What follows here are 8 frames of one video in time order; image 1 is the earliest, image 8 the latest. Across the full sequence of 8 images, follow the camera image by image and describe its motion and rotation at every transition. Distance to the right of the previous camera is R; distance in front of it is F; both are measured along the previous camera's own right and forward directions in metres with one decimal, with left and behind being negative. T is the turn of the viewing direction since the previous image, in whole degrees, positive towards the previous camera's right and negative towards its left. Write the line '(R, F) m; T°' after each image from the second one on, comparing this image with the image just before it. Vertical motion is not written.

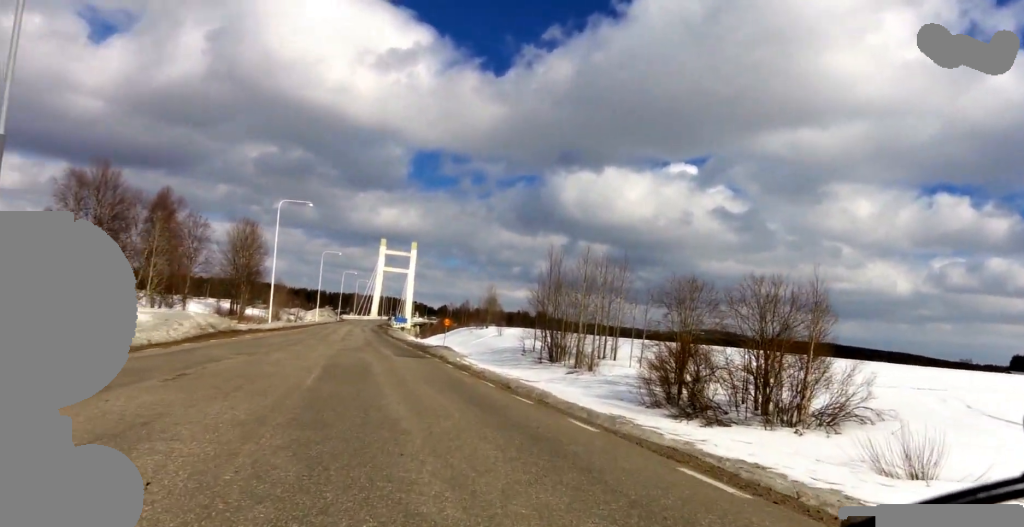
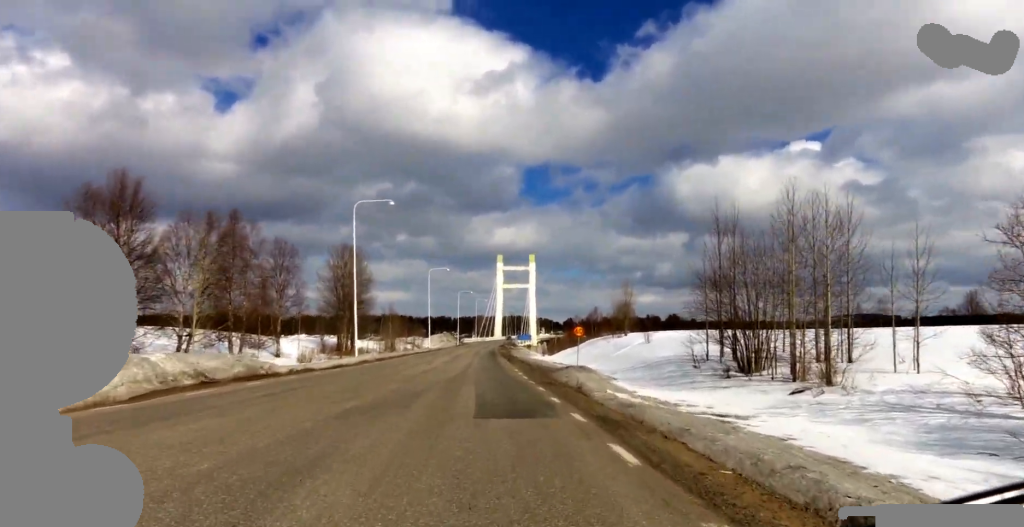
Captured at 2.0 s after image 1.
(-0.7, +14.6) m; 0°
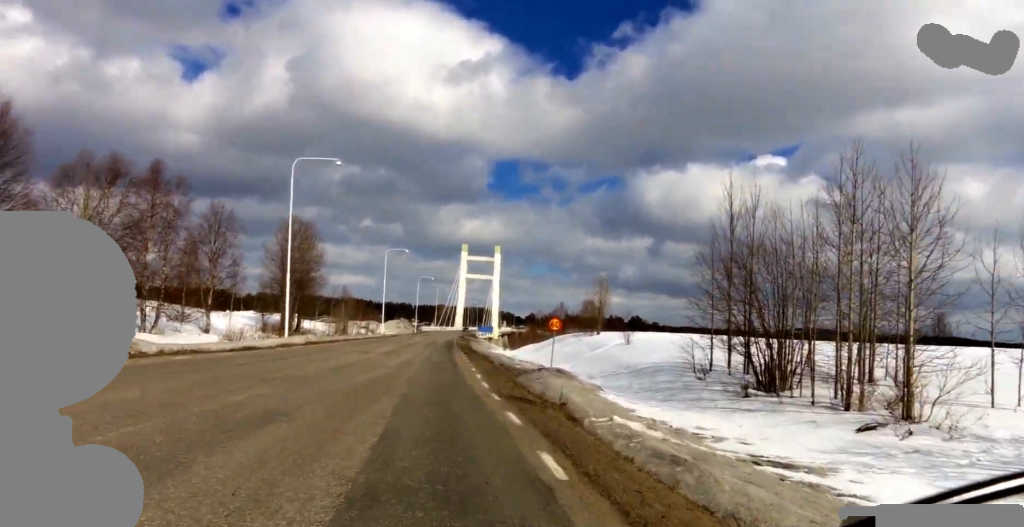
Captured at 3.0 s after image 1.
(+0.4, +7.1) m; 0°
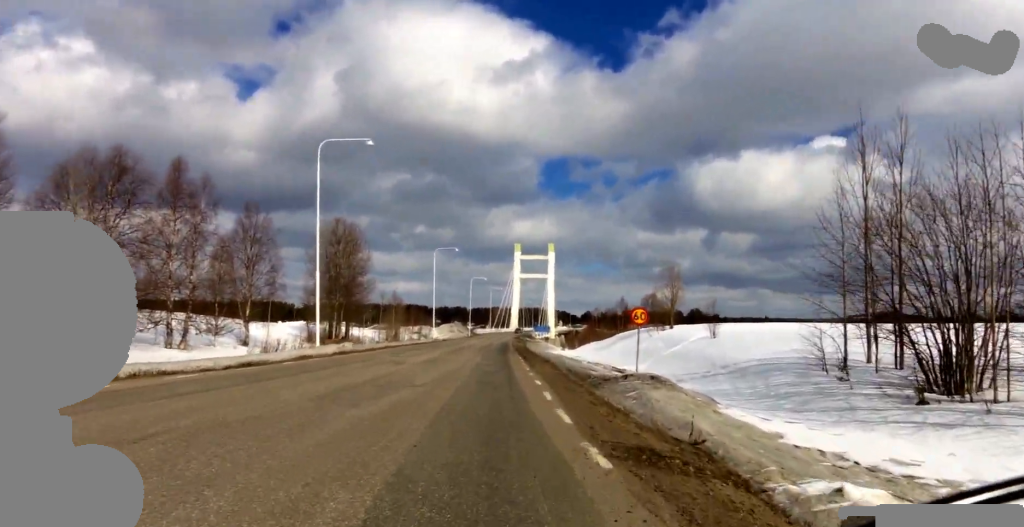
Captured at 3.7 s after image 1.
(-0.4, +6.0) m; 0°
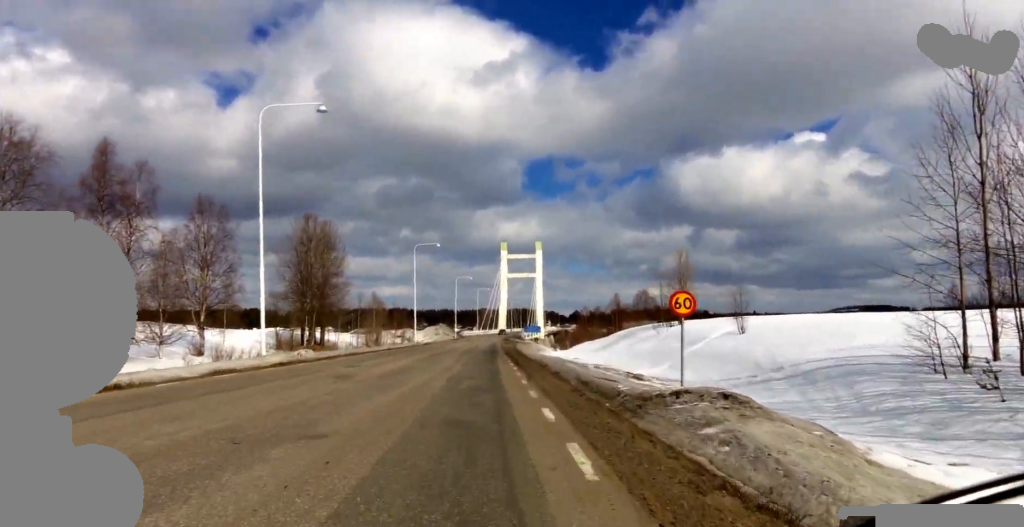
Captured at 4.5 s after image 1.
(+0.2, +6.3) m; -1°
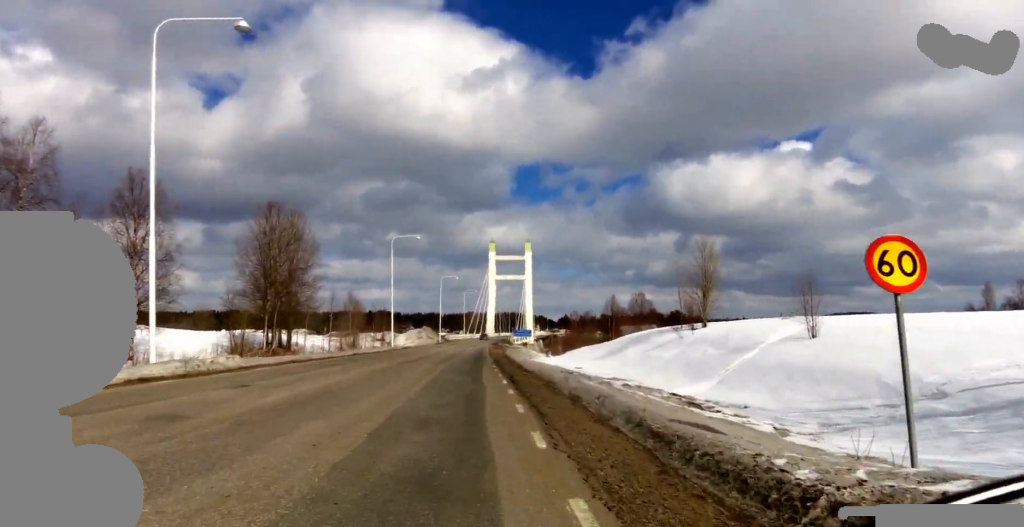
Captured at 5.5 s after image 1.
(-0.2, +8.3) m; -1°
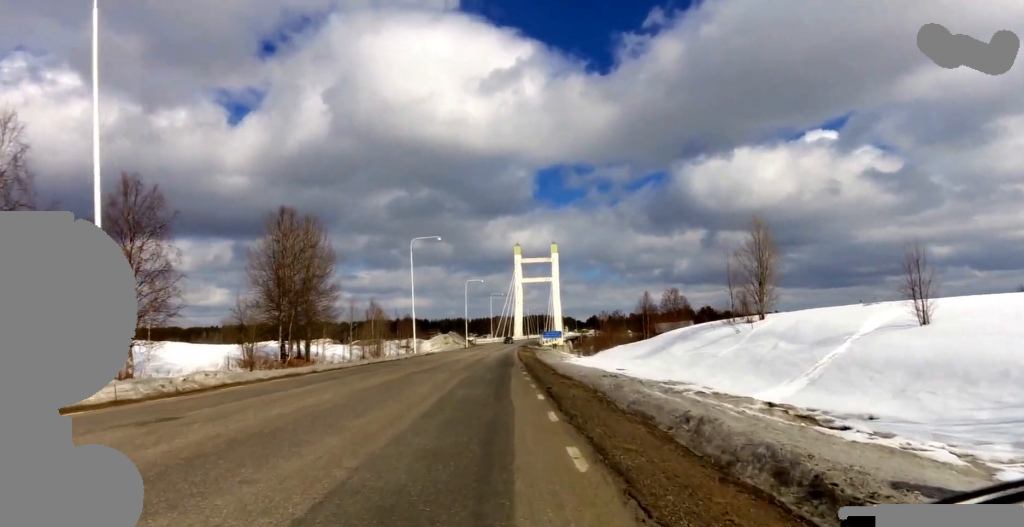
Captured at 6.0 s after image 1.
(-0.3, +4.4) m; 0°
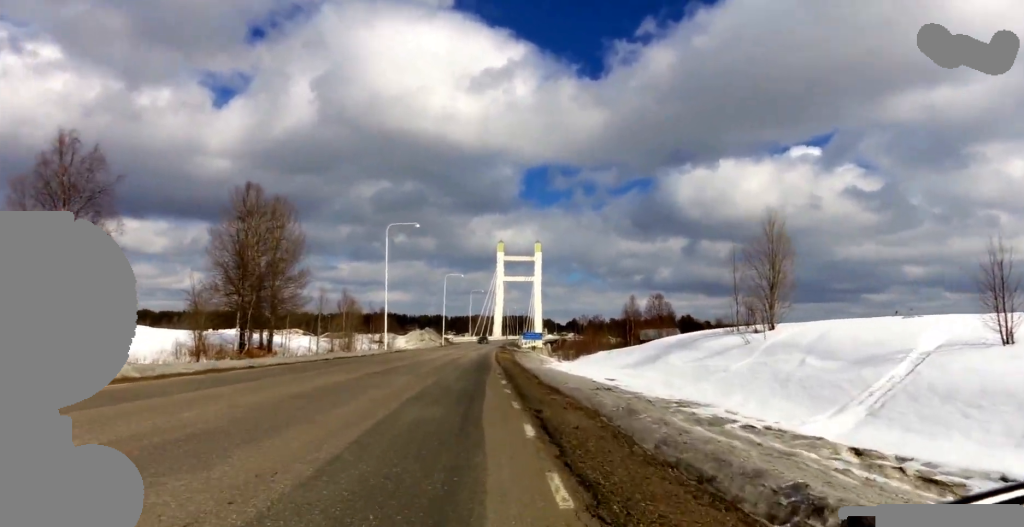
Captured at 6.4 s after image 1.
(+0.3, +4.1) m; -1°
